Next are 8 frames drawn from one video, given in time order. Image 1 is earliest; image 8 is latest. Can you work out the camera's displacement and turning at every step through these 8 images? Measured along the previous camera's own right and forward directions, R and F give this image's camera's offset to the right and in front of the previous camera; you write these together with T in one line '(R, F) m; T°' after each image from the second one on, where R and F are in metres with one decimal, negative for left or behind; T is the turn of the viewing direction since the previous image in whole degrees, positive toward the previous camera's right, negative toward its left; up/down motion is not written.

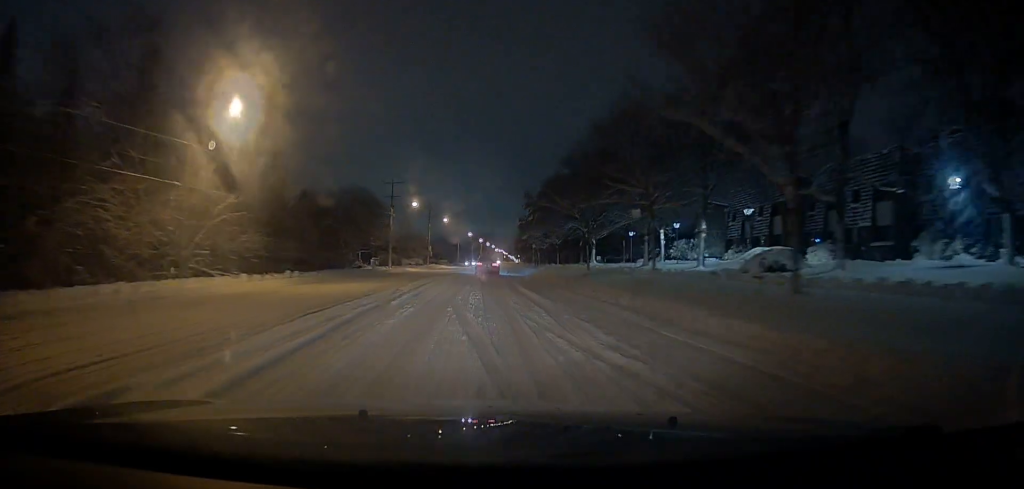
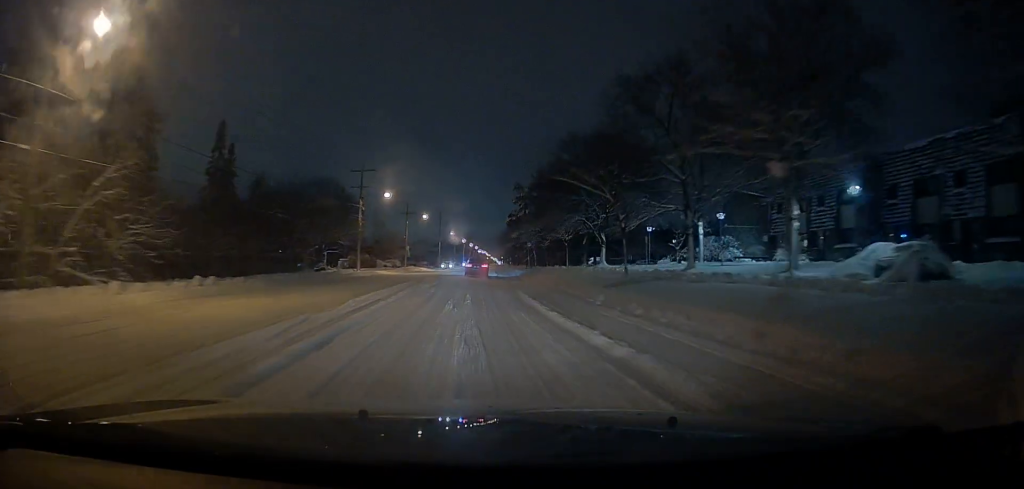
(-0.1, +11.2) m; +1°
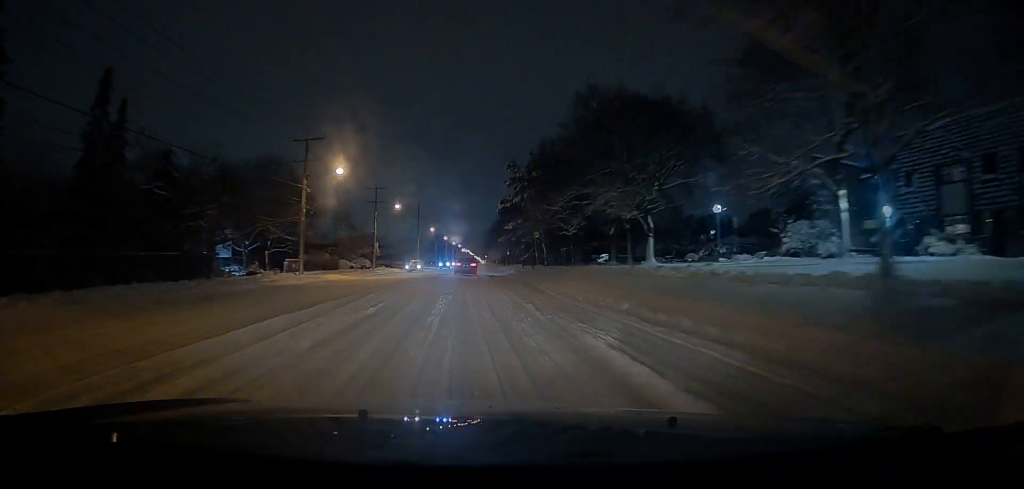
(+0.6, +16.6) m; +3°
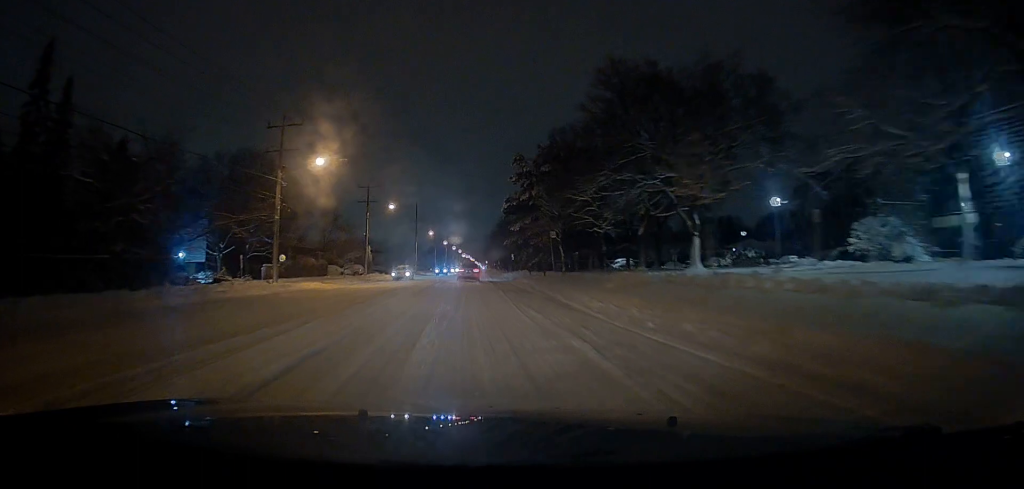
(+0.2, +6.8) m; +1°
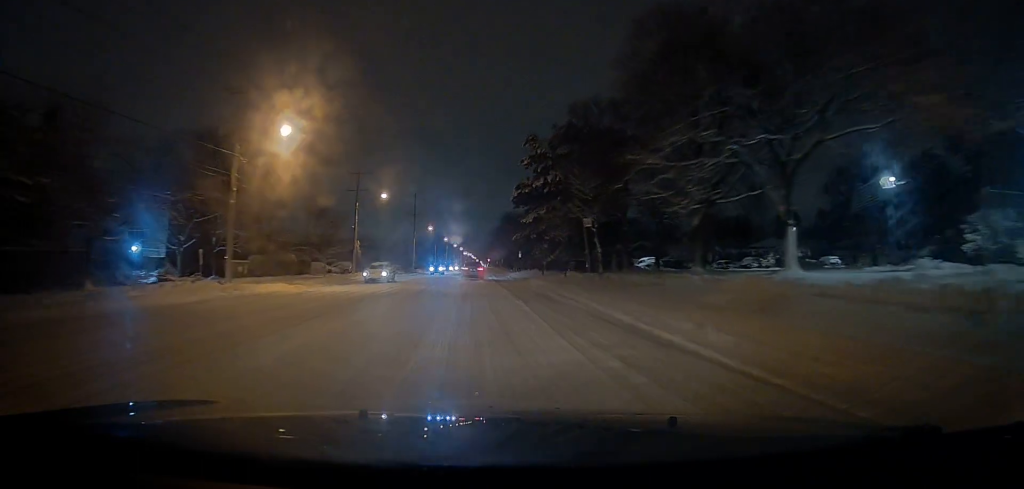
(0.0, +8.5) m; 0°
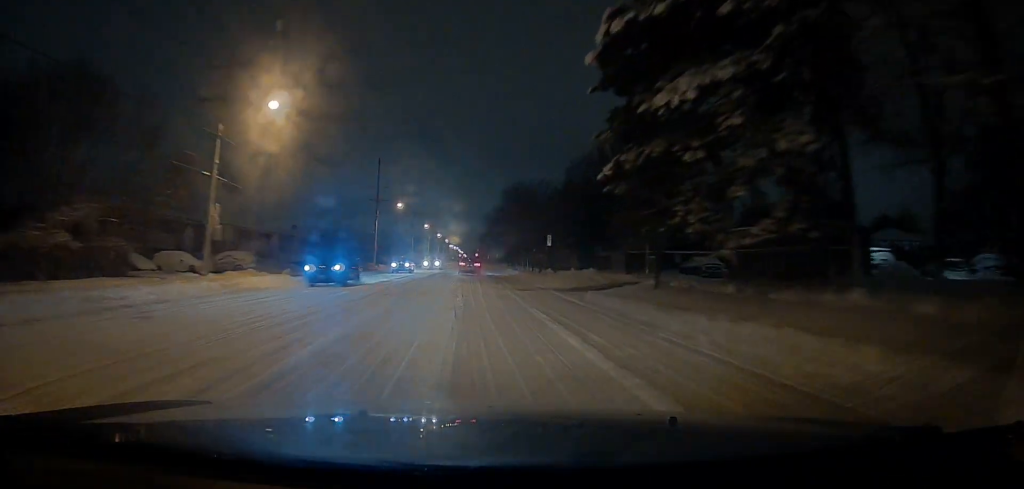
(-0.3, +34.0) m; -1°
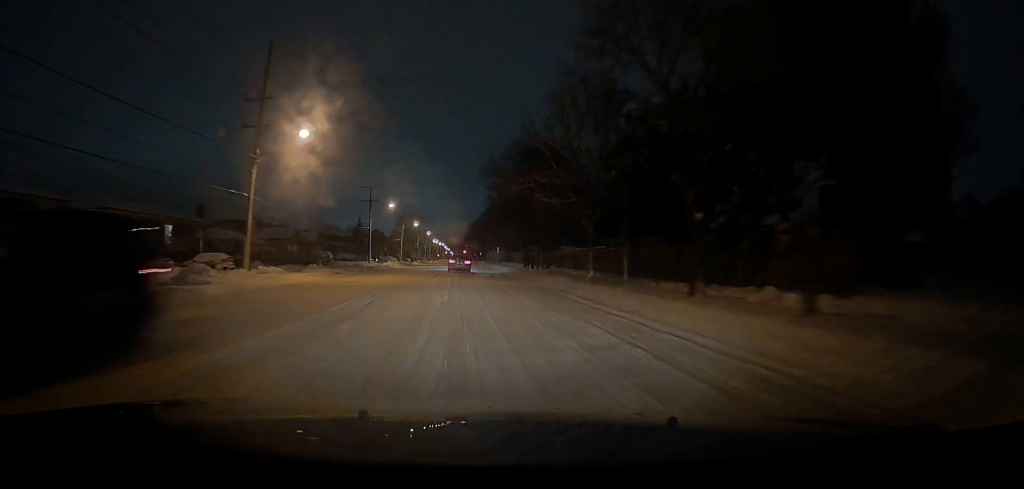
(-0.2, +42.5) m; +2°
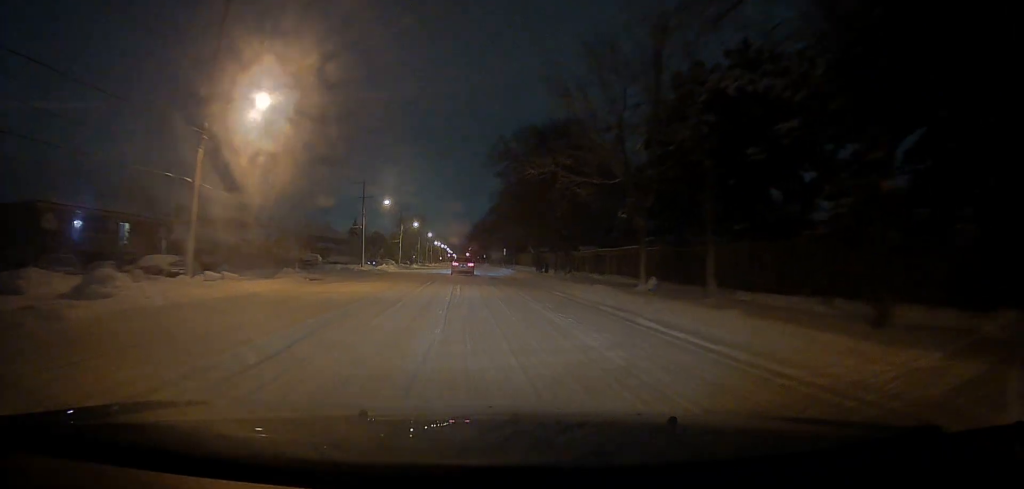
(+0.2, +7.9) m; +1°
